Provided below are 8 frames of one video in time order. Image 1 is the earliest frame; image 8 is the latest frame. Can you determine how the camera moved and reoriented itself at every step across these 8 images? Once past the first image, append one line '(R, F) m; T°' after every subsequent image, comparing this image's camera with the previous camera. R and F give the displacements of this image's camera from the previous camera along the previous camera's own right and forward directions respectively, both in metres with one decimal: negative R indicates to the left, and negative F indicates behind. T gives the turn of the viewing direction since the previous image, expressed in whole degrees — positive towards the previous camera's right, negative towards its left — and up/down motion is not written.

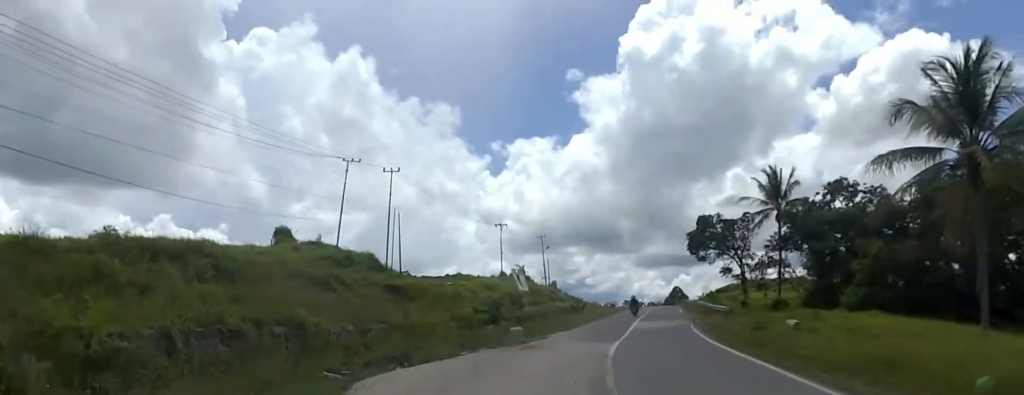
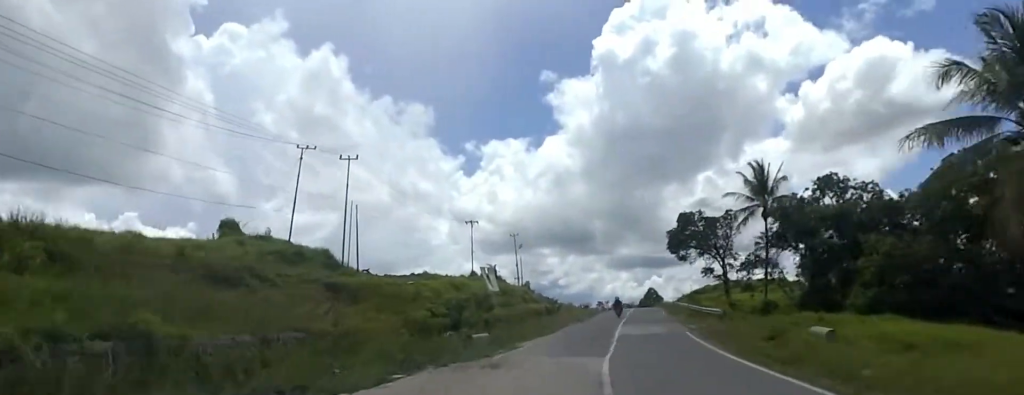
(+0.4, +4.7) m; +4°
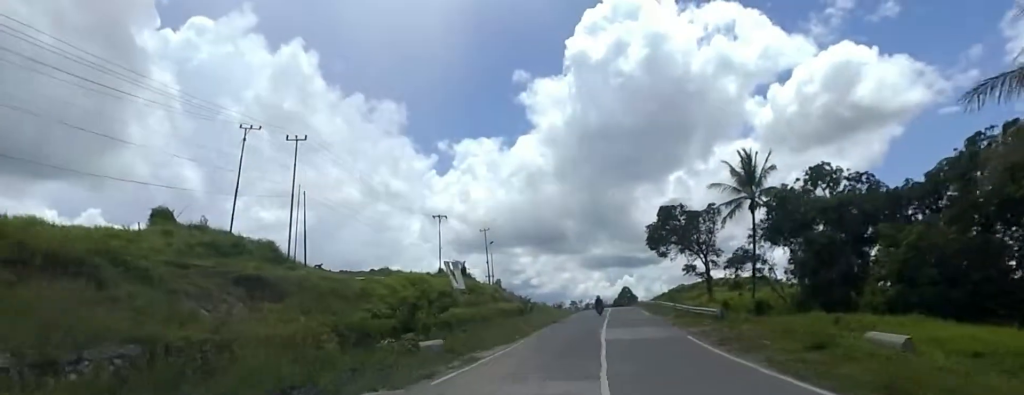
(+0.1, +5.2) m; +4°
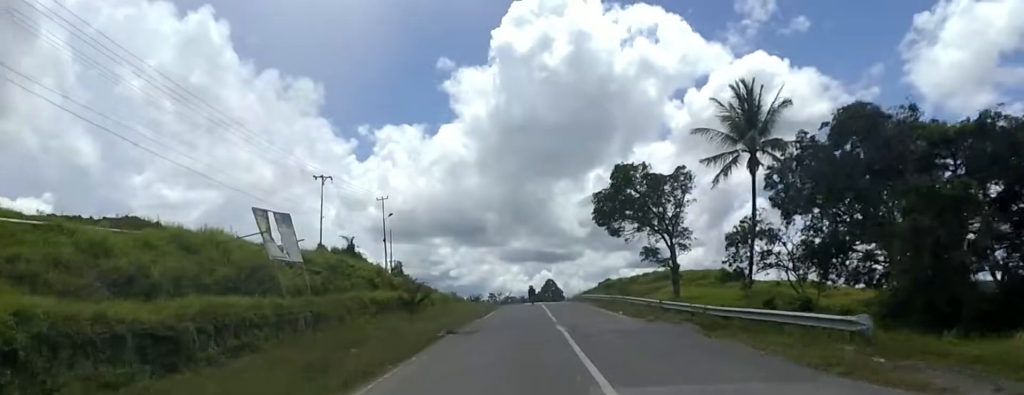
(+0.3, +19.7) m; -2°
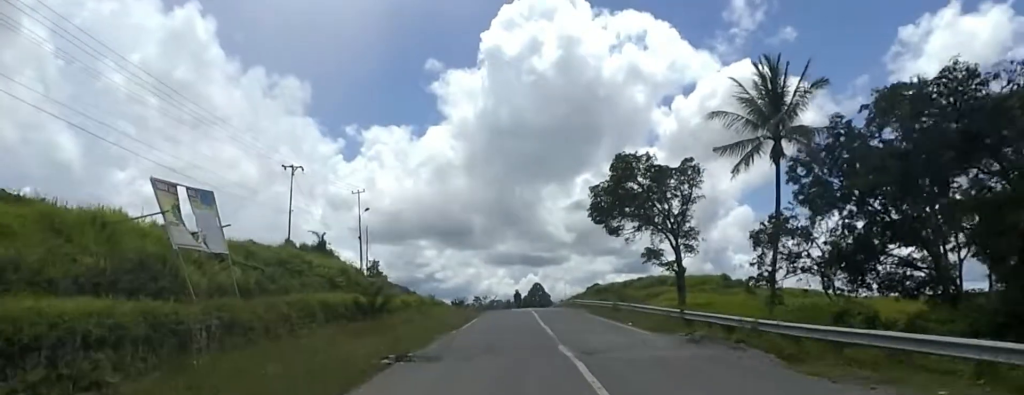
(-0.1, +5.6) m; -1°
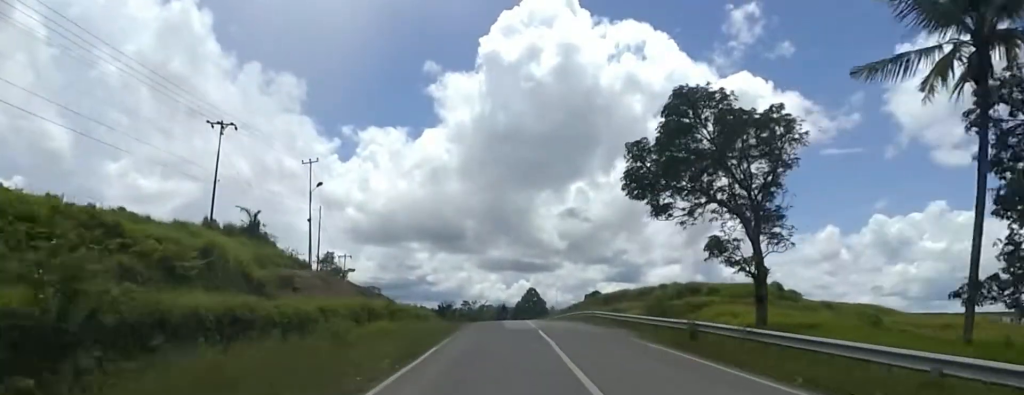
(+0.5, +15.5) m; +3°
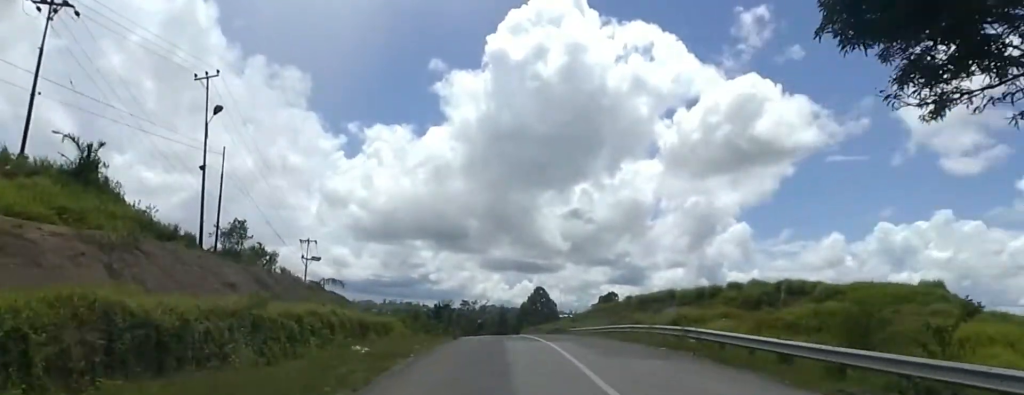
(-0.3, +19.7) m; -4°
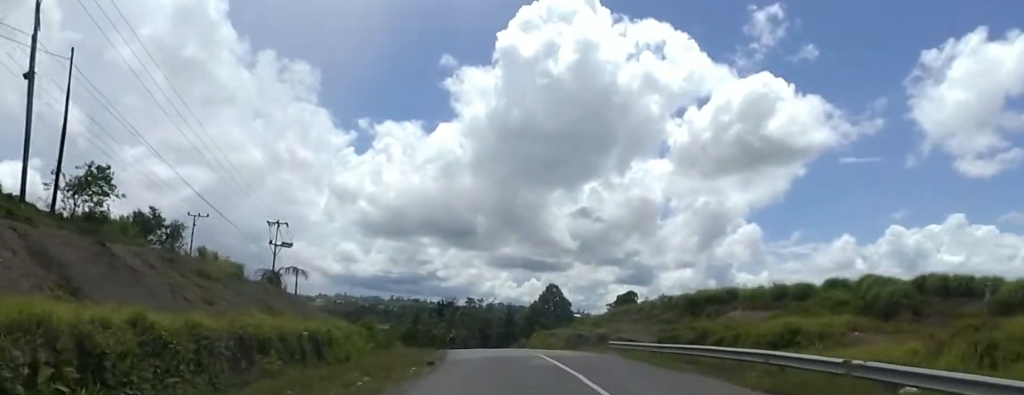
(-0.1, +13.1) m; 0°
